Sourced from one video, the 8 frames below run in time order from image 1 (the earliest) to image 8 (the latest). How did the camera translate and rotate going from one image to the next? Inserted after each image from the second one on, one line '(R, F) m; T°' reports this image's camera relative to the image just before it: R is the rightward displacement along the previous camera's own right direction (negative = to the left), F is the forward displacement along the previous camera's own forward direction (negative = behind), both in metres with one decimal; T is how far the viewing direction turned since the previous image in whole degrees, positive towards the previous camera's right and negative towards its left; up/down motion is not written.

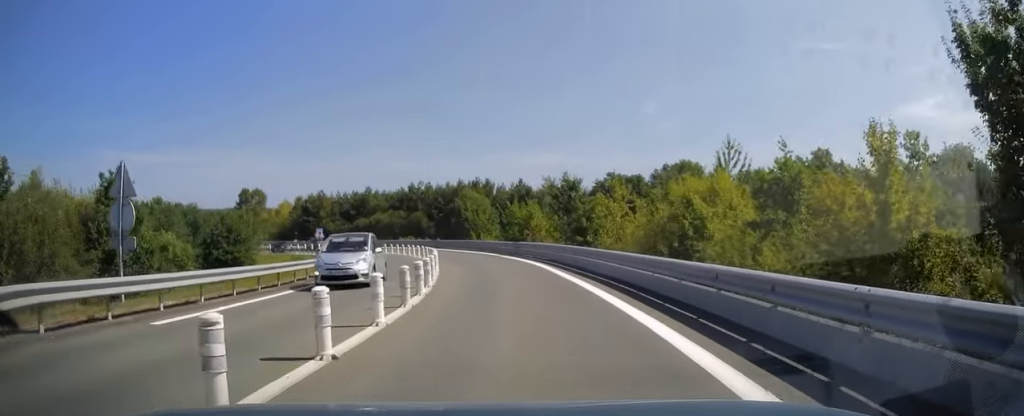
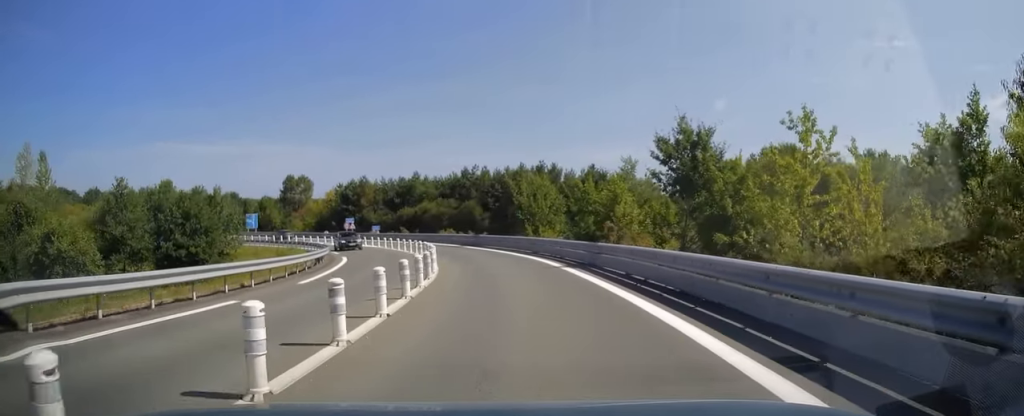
(-0.8, +17.2) m; -5°
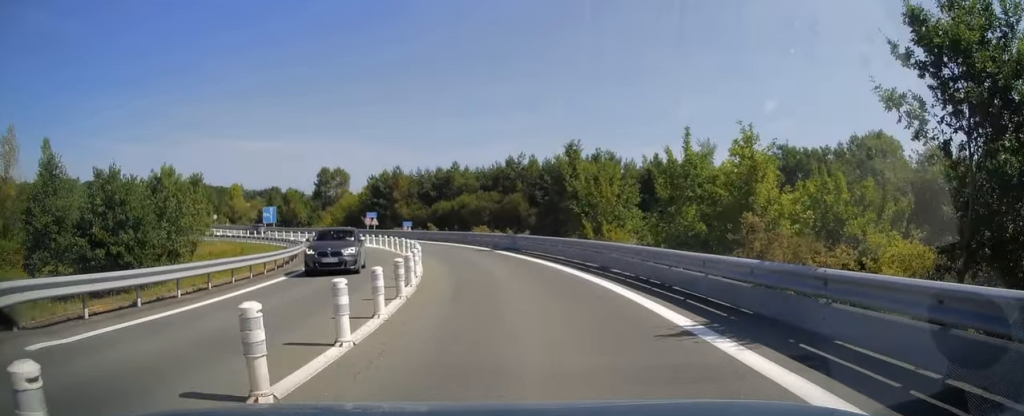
(-0.5, +12.9) m; -5°
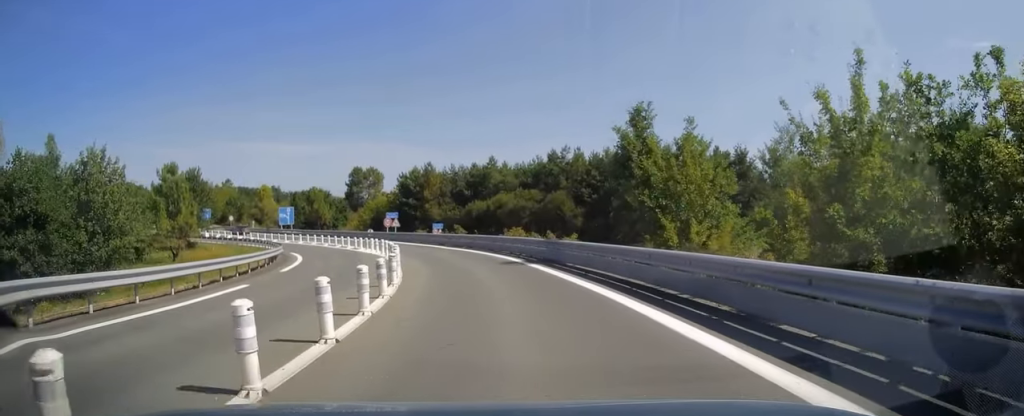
(-0.3, +9.7) m; -5°
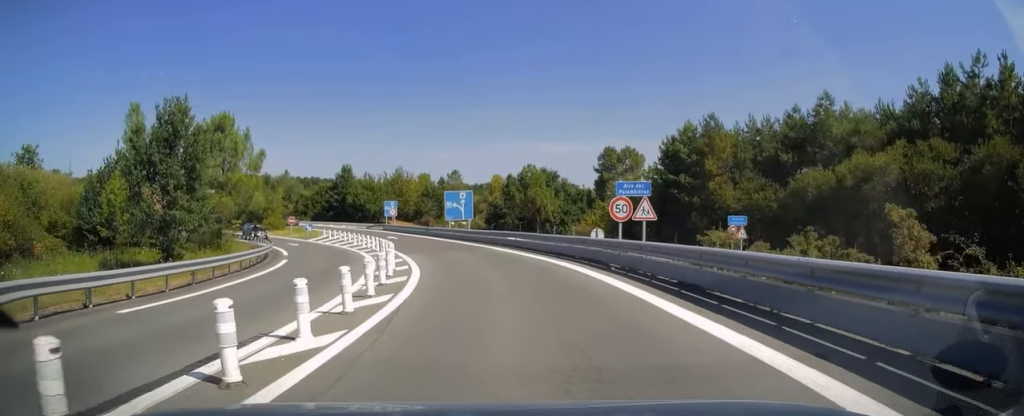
(-8.6, +39.8) m; -25°
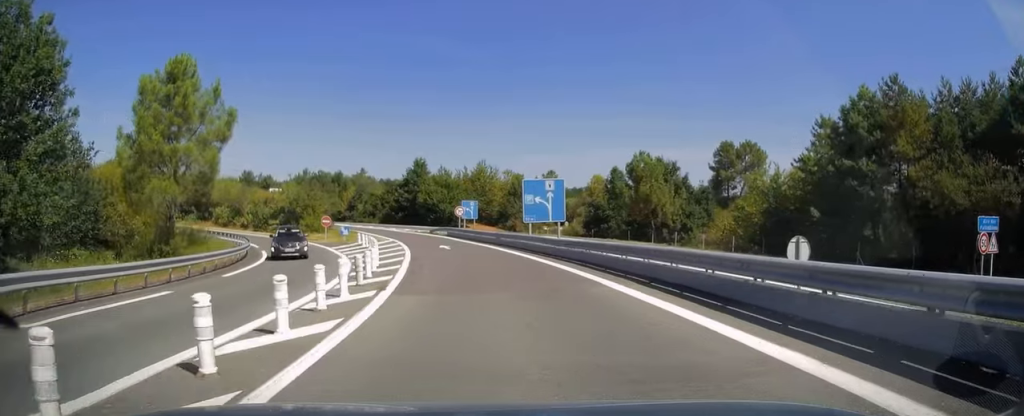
(-1.6, +17.4) m; -9°
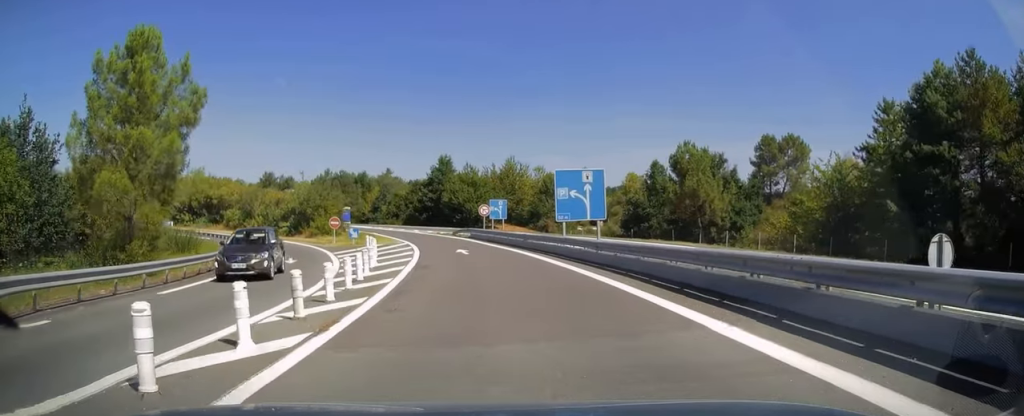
(-0.1, +5.9) m; -3°
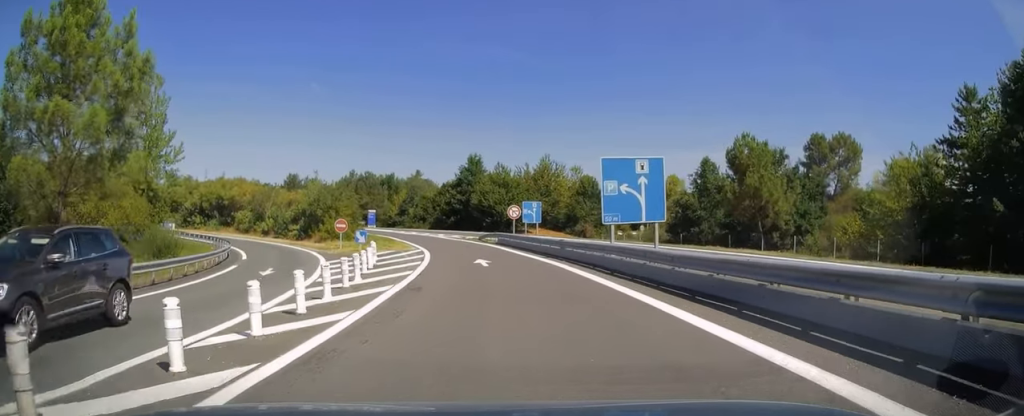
(0.0, +6.6) m; -3°
